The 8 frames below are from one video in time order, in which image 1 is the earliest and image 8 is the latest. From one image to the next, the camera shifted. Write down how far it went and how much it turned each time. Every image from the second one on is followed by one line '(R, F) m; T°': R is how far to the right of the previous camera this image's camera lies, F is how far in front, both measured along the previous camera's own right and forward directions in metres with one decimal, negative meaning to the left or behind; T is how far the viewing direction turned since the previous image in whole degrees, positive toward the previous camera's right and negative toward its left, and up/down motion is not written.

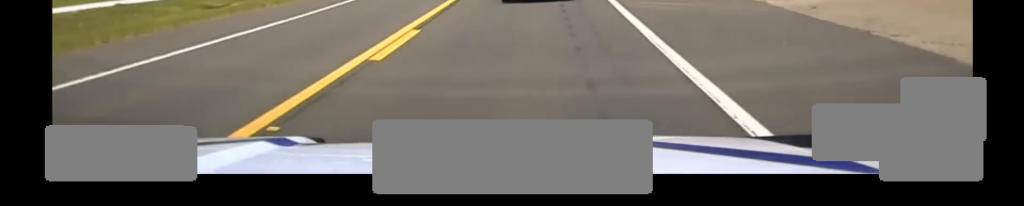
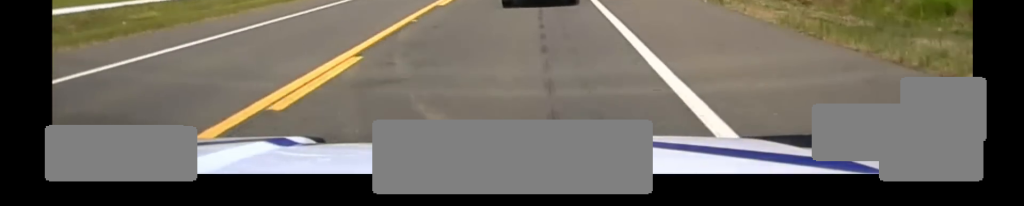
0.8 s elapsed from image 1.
(-0.4, +14.9) m; 0°
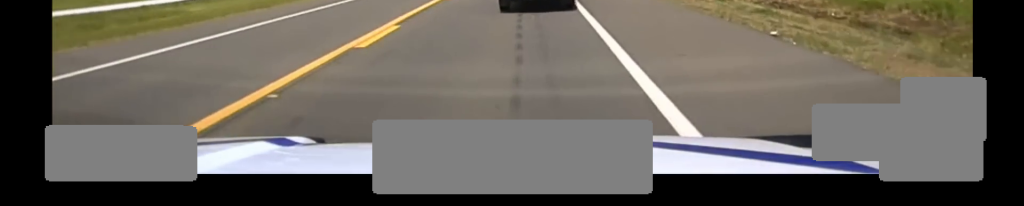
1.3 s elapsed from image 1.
(+0.2, +6.9) m; +1°
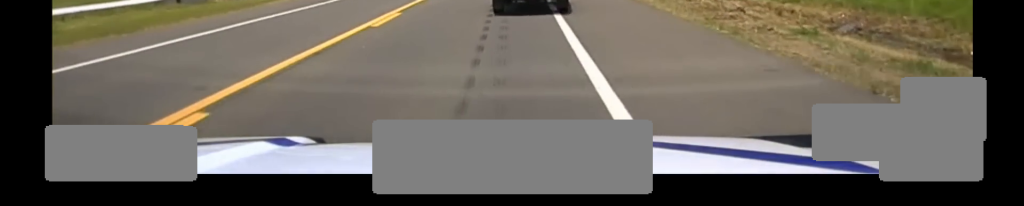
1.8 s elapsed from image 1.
(+0.1, +8.8) m; +1°
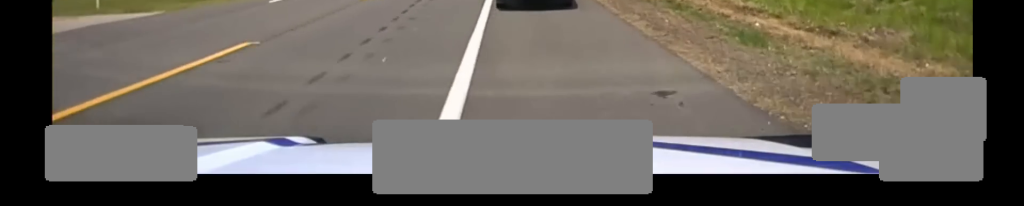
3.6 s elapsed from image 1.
(+0.2, +26.2) m; +1°
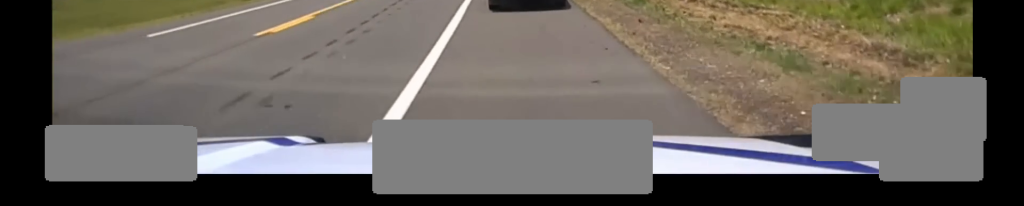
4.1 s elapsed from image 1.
(0.0, +7.4) m; 0°
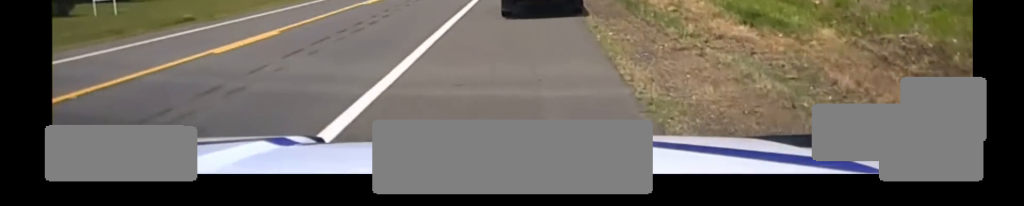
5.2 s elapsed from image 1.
(-0.2, +13.8) m; -2°
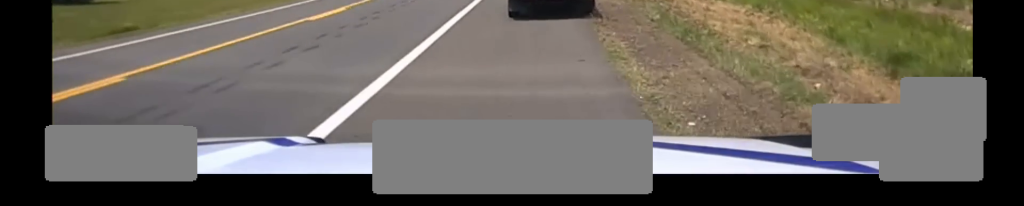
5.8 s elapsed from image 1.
(-0.1, +6.3) m; -1°
